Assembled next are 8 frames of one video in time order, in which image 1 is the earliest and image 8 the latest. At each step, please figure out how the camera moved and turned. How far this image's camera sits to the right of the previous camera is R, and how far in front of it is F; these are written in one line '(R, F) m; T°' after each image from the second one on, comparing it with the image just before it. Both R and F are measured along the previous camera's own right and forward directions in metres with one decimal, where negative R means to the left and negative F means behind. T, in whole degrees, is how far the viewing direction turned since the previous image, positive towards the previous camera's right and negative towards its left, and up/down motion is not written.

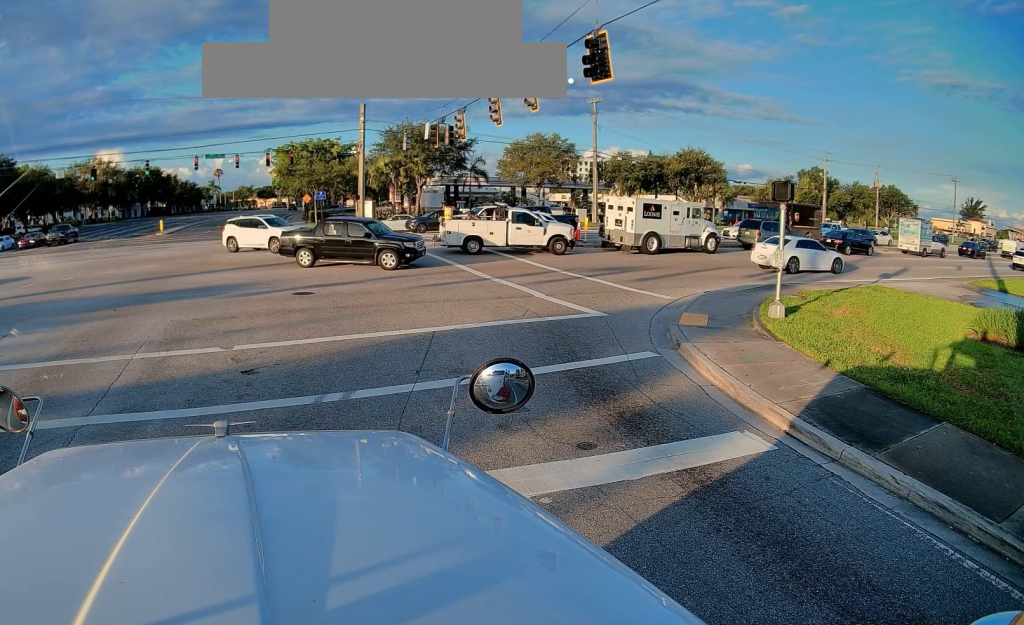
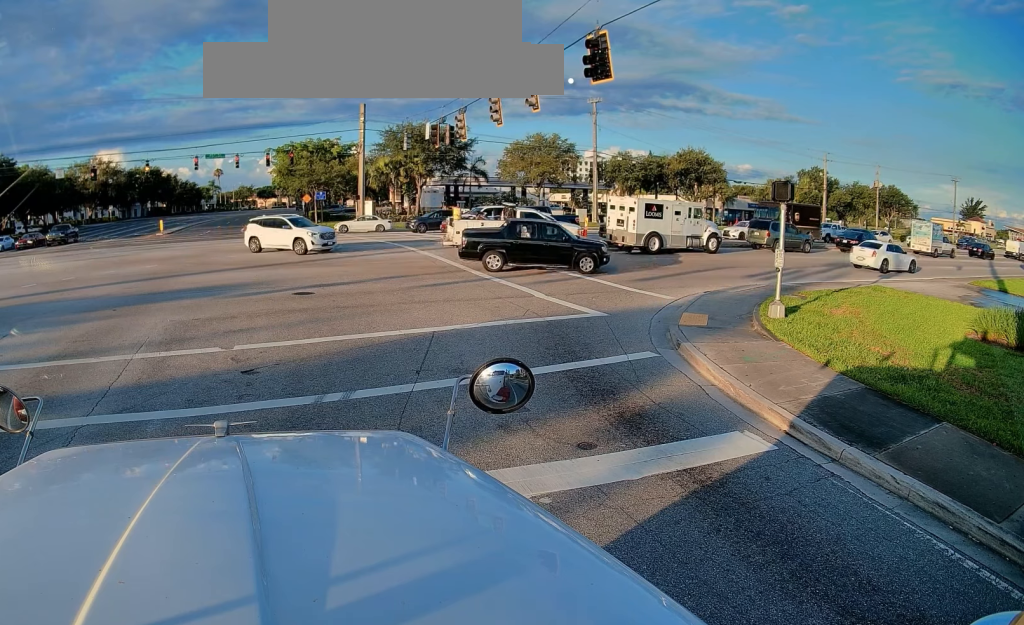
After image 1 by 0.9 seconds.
(0.0, 0.0) m; 0°
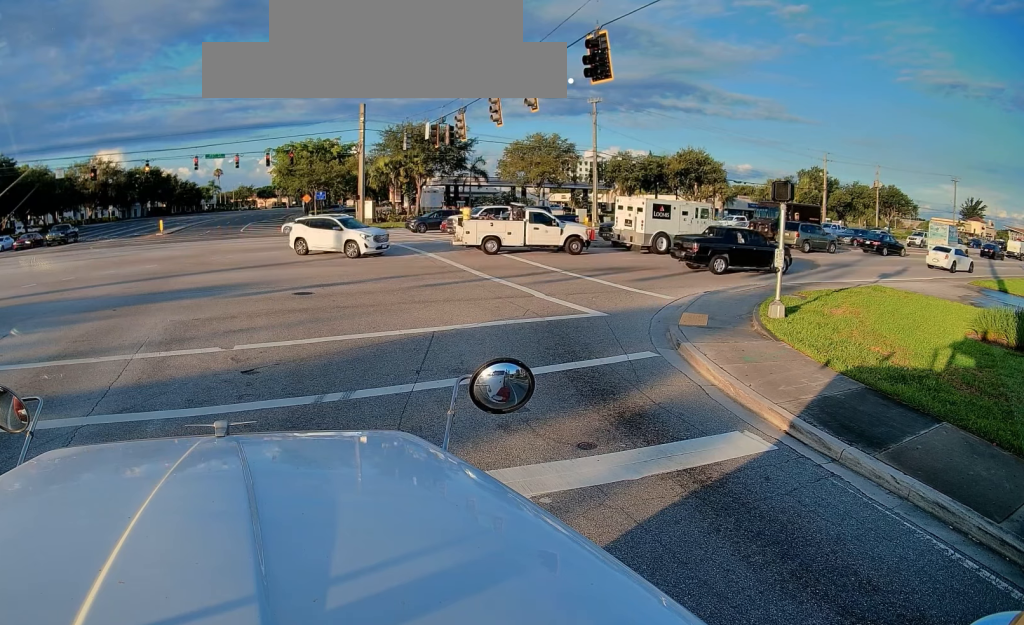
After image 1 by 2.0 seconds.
(0.0, 0.0) m; 0°
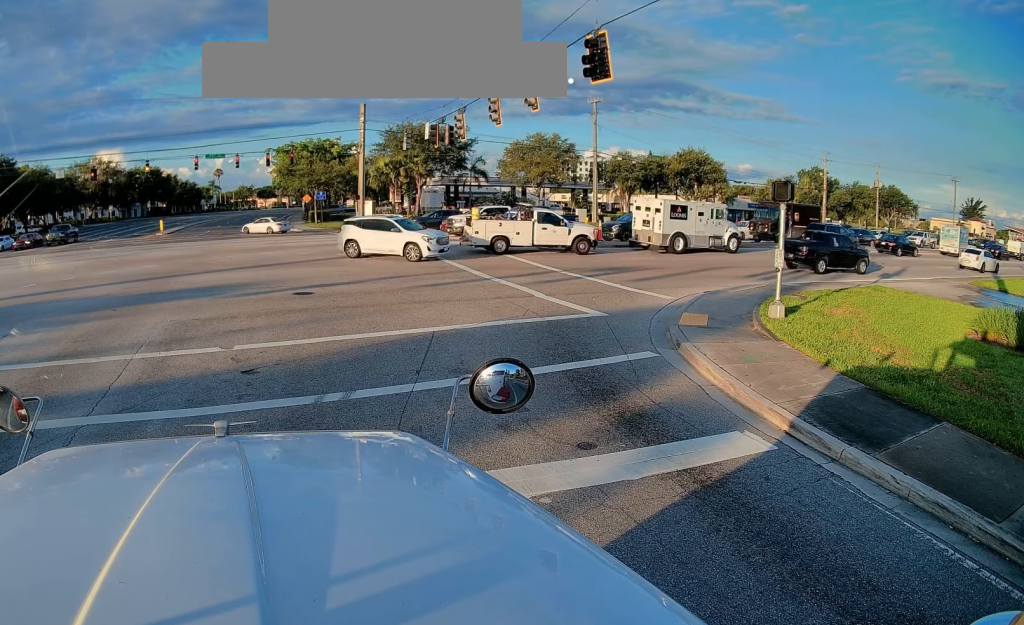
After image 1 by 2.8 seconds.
(0.0, 0.0) m; 0°
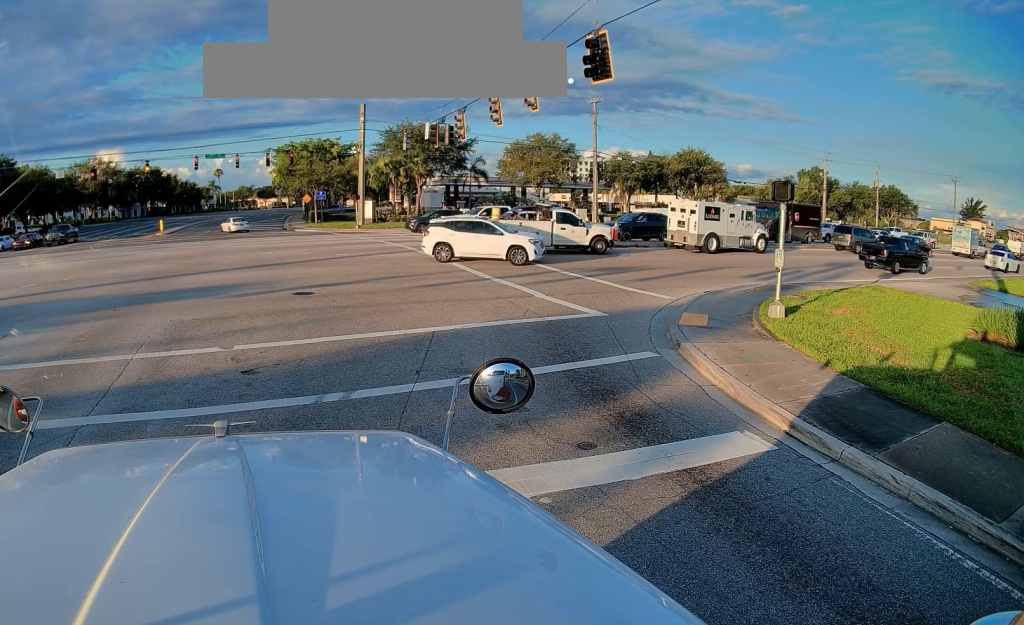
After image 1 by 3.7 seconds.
(0.0, 0.0) m; 0°
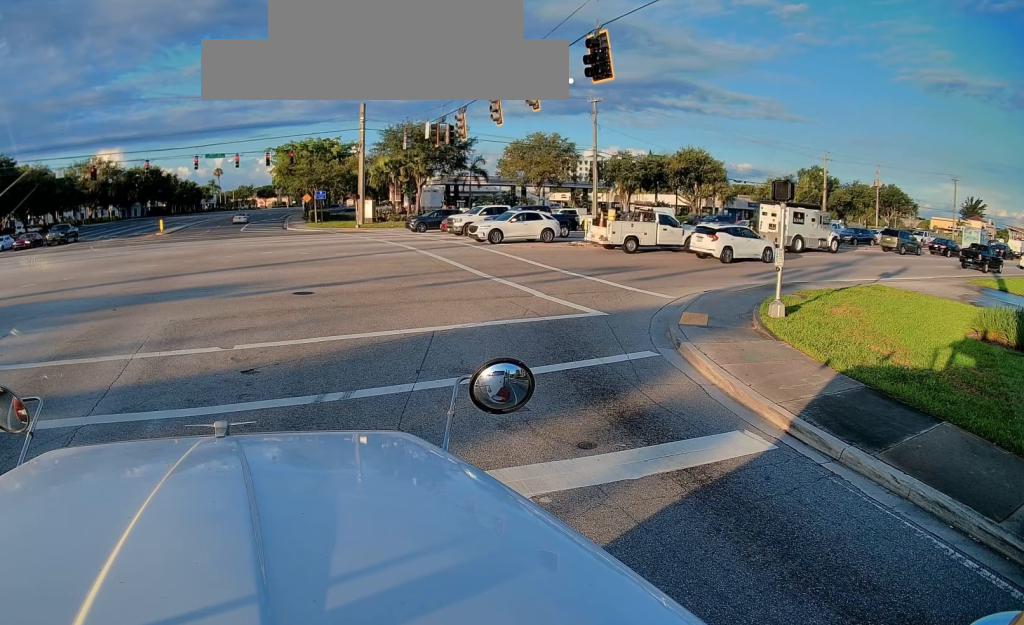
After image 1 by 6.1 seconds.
(0.0, 0.0) m; 0°
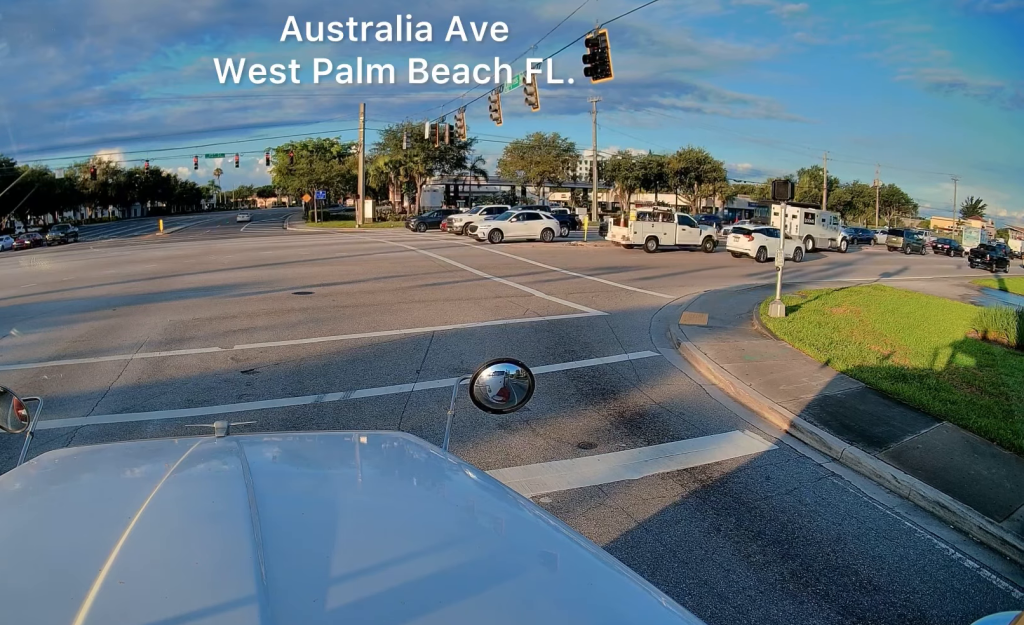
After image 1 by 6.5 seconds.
(0.0, 0.0) m; 0°
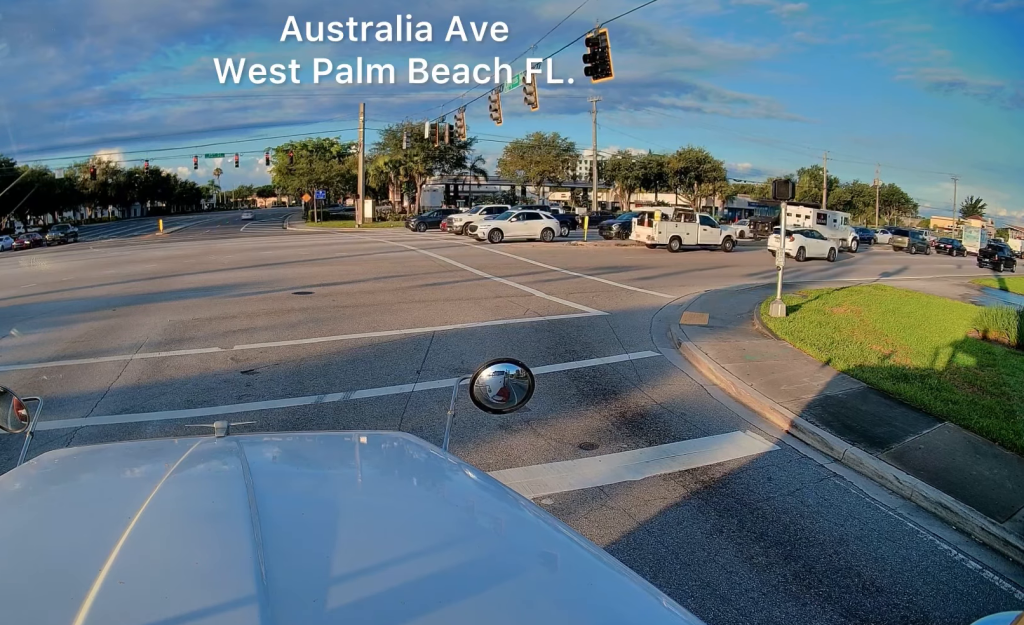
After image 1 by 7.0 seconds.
(0.0, 0.0) m; 0°
